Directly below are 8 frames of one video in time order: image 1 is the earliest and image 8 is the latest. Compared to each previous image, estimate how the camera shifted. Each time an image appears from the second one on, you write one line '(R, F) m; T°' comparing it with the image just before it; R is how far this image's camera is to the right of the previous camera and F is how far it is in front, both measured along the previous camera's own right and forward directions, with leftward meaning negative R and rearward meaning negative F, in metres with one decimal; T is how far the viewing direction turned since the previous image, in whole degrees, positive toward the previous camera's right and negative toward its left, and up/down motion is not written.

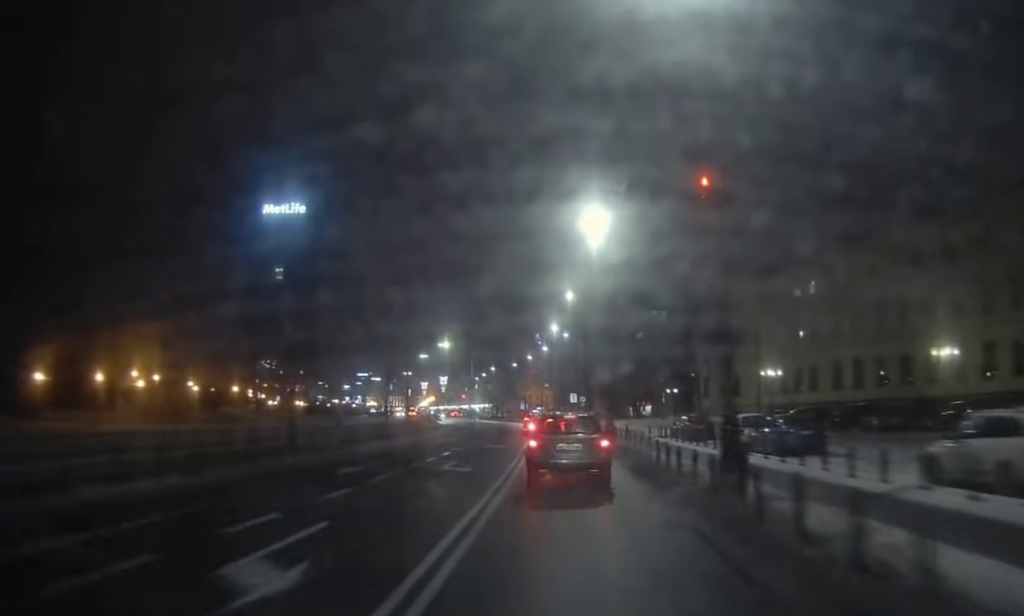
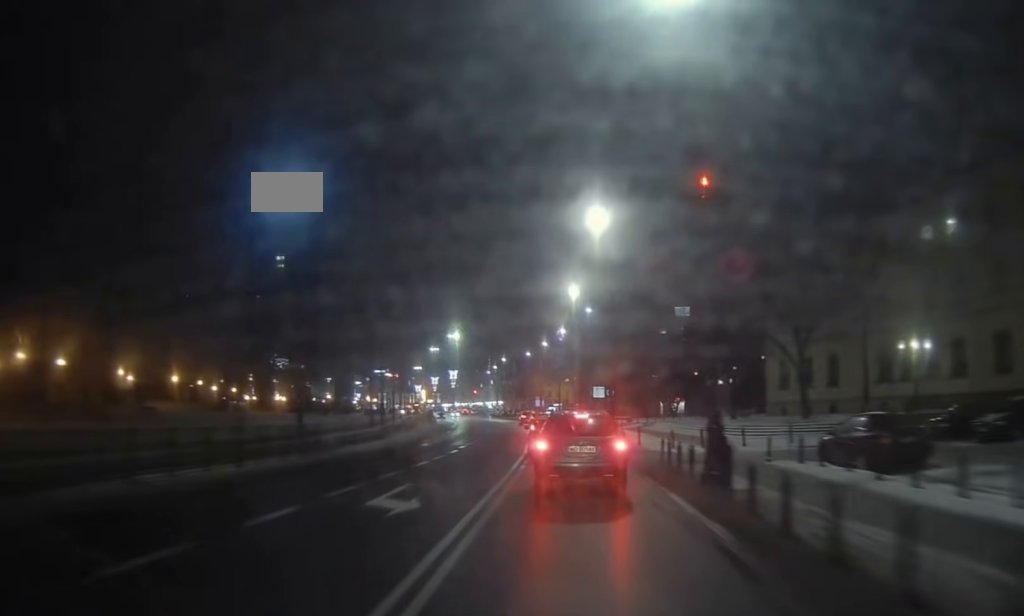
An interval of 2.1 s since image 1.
(-0.1, +23.9) m; -1°
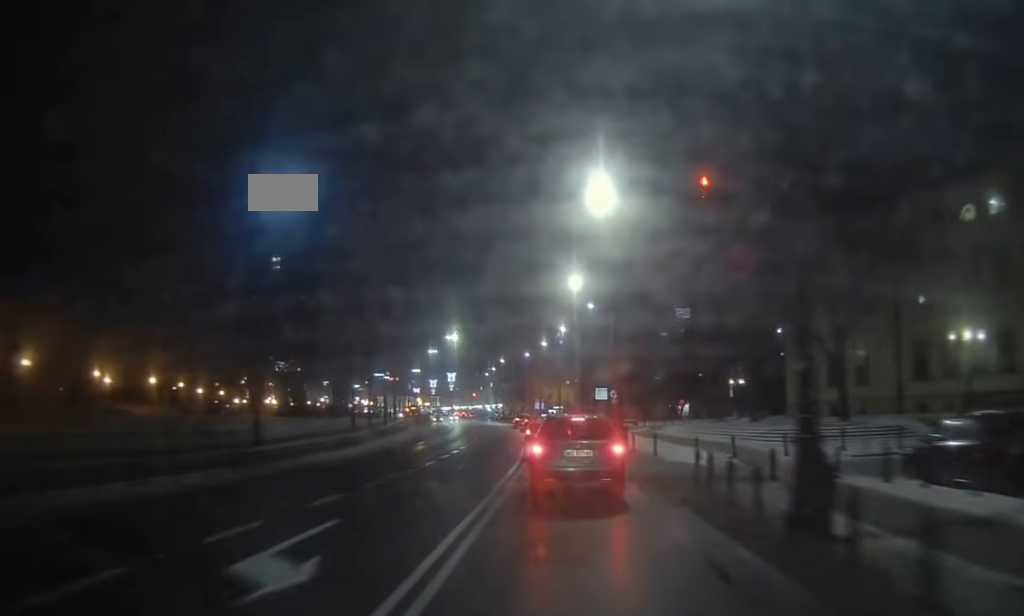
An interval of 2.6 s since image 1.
(0.0, +5.5) m; 0°
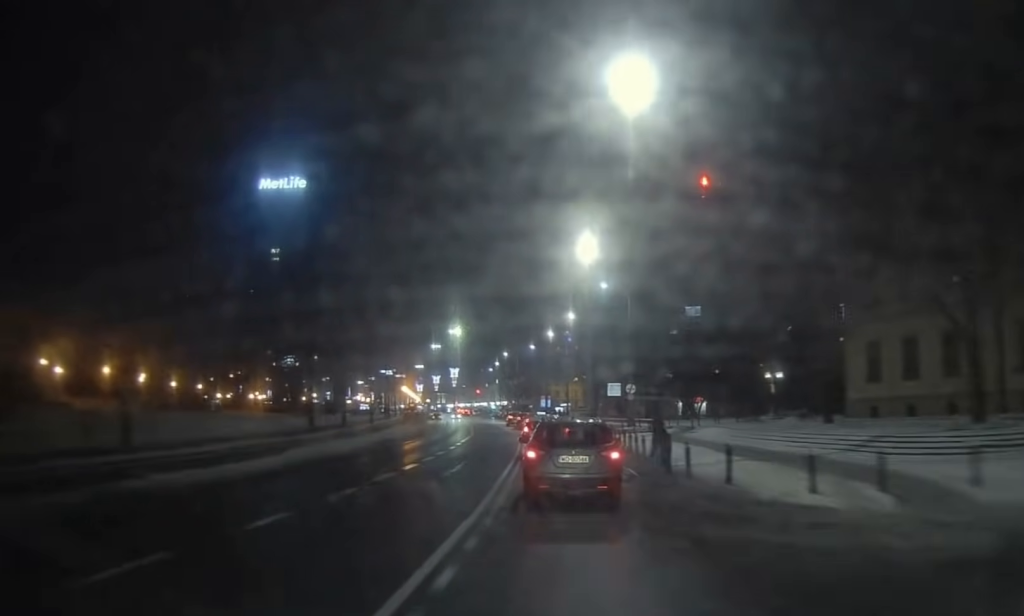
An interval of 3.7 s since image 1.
(-0.1, +11.3) m; -1°
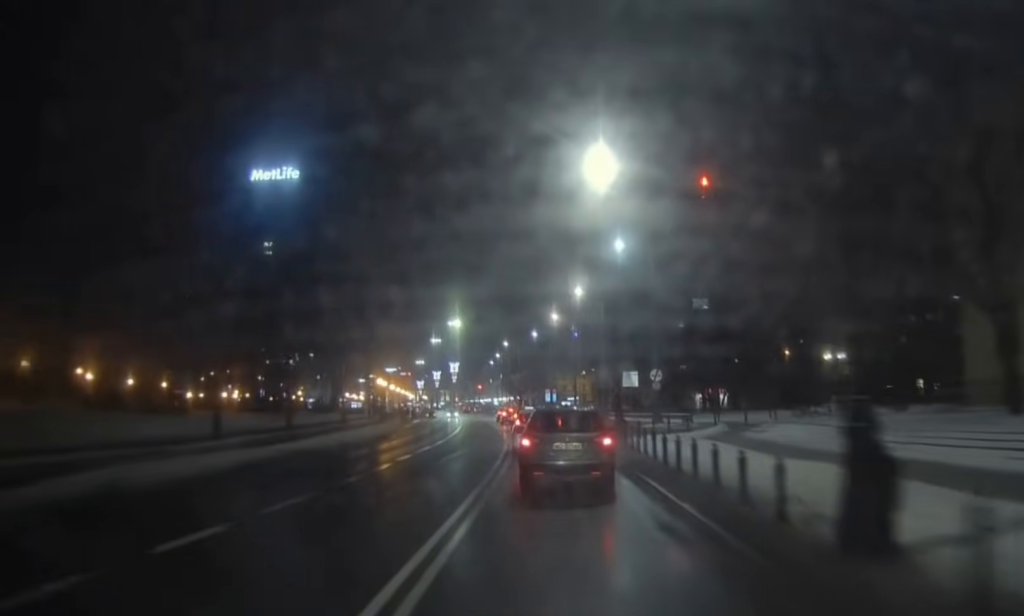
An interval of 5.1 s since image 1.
(0.0, +14.6) m; -1°
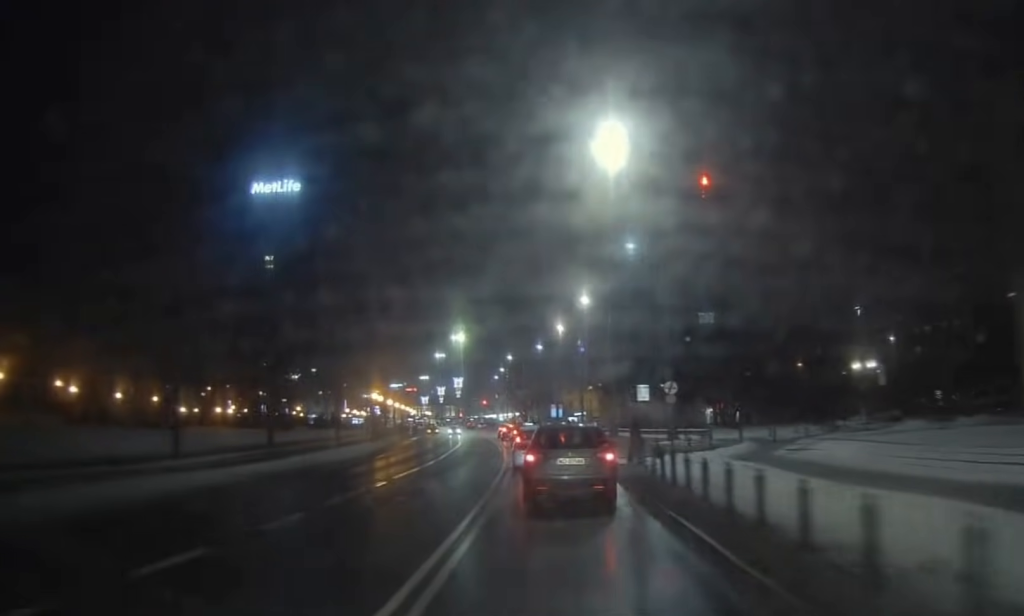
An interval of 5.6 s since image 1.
(0.0, +4.7) m; -1°
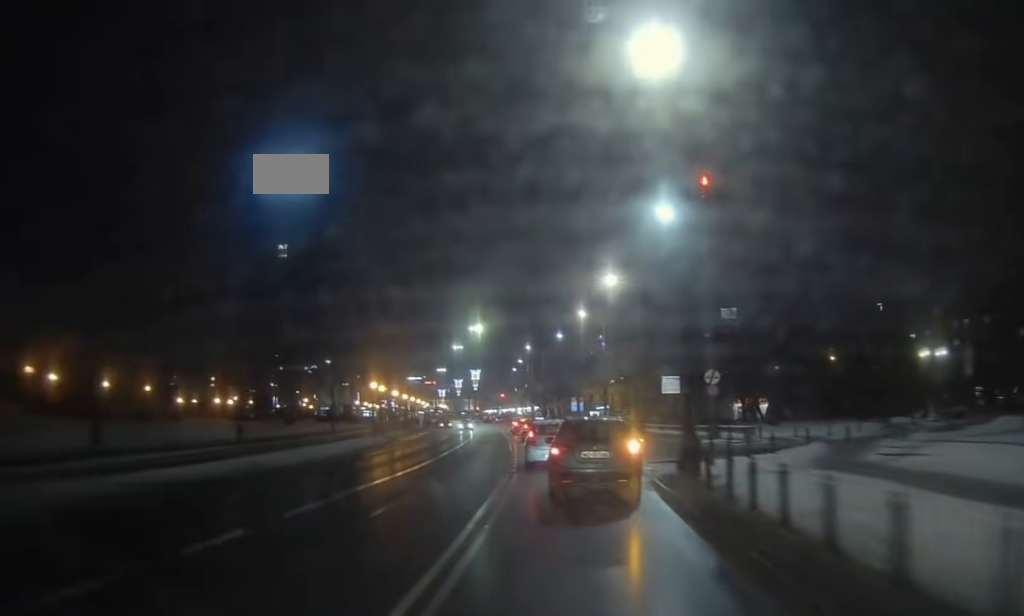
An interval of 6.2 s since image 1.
(-0.1, +7.3) m; -1°
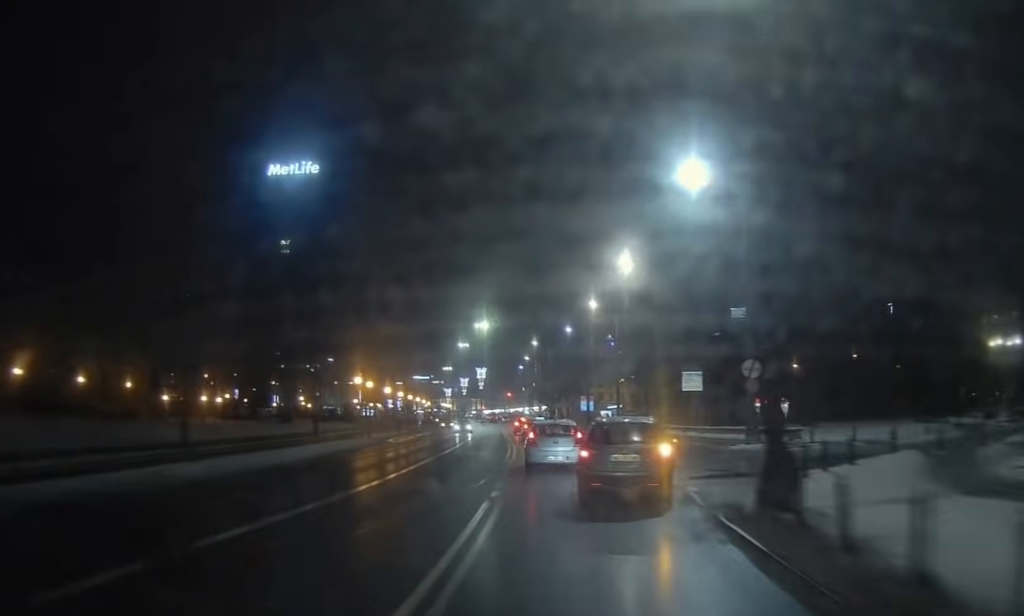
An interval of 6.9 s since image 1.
(-0.1, +7.2) m; 0°
